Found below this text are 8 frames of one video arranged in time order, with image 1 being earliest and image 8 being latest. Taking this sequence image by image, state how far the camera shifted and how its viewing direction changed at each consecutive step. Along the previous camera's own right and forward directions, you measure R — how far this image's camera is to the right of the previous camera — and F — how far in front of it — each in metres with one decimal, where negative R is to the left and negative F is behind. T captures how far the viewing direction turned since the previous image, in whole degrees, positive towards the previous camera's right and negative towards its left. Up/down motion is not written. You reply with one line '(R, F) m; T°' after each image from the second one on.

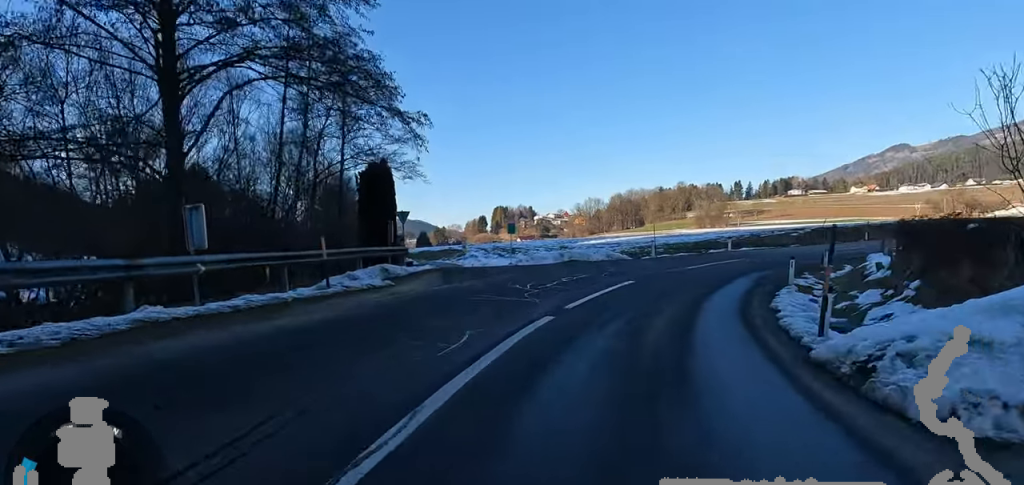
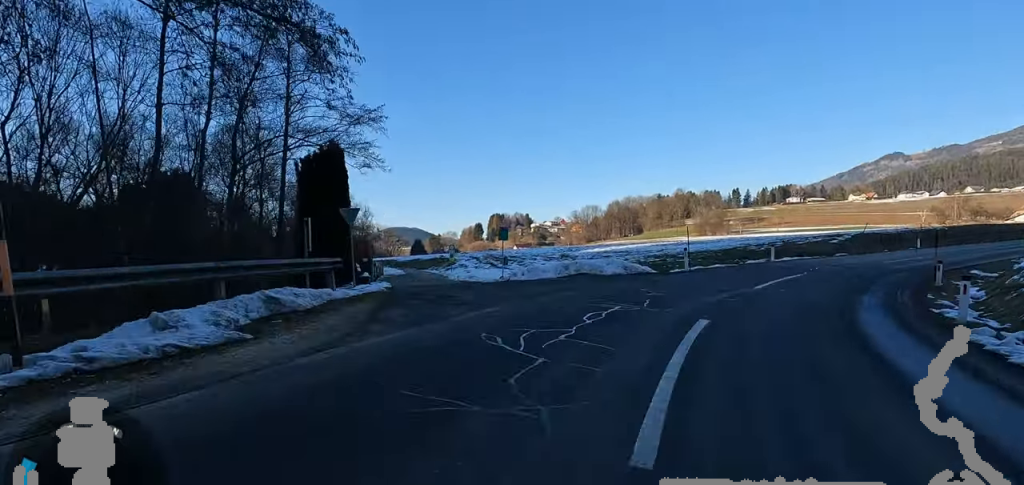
(+0.2, +6.6) m; +7°
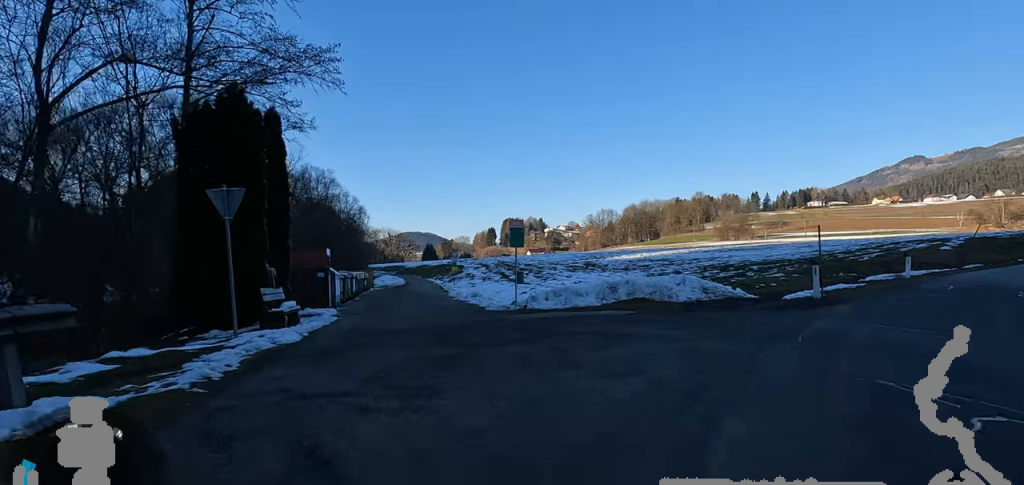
(+0.5, +8.2) m; +2°
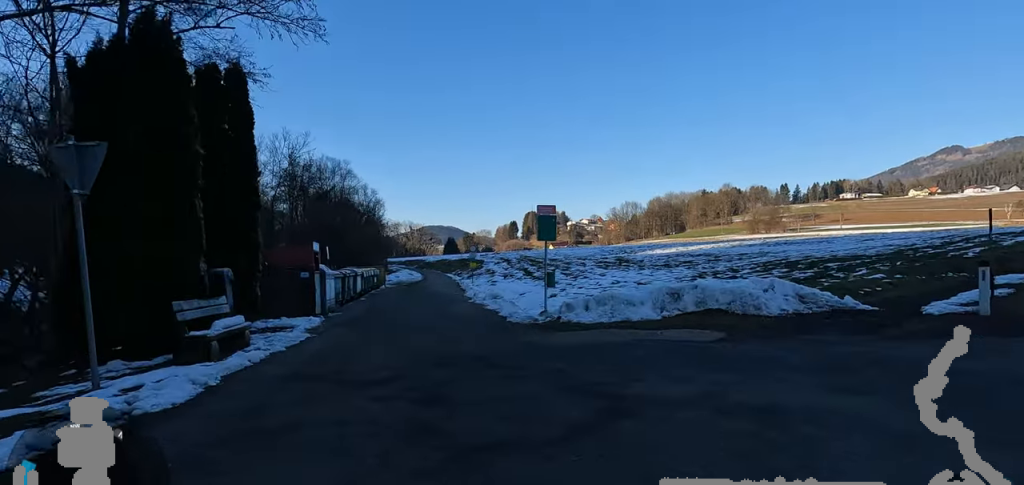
(-0.1, +3.9) m; -1°
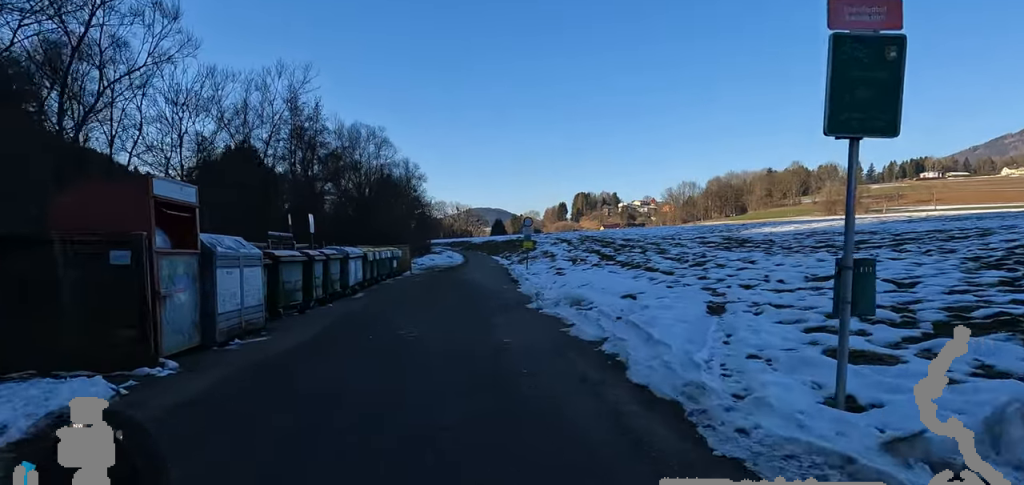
(-0.5, +10.6) m; -16°
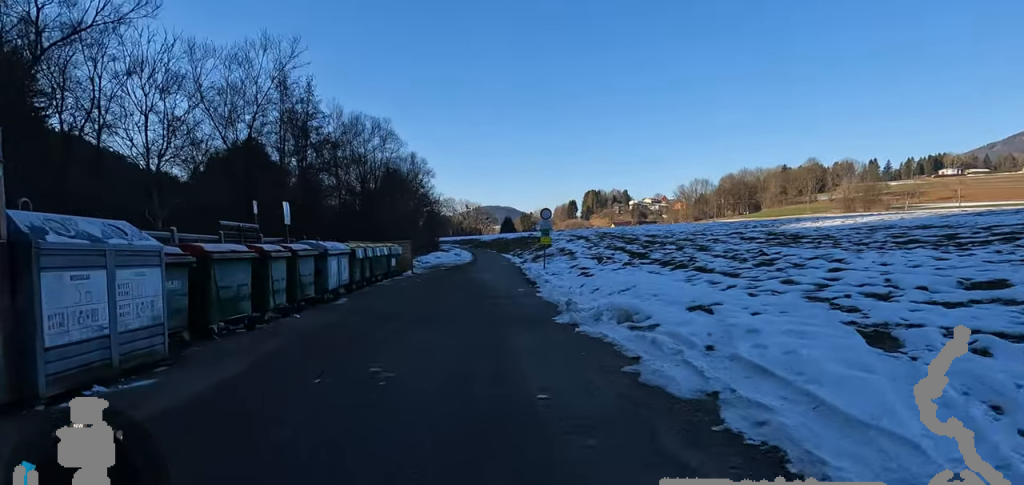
(-0.4, +3.2) m; +3°
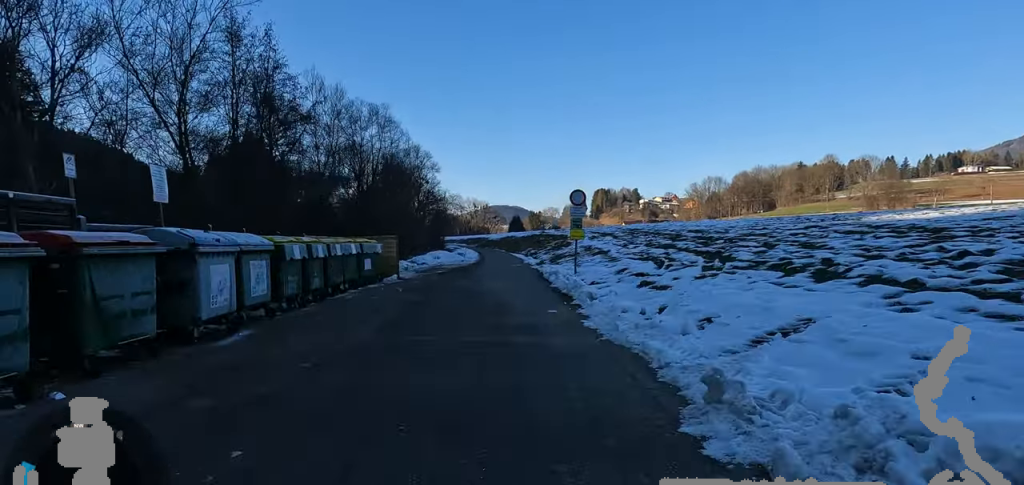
(+0.3, +5.7) m; +4°
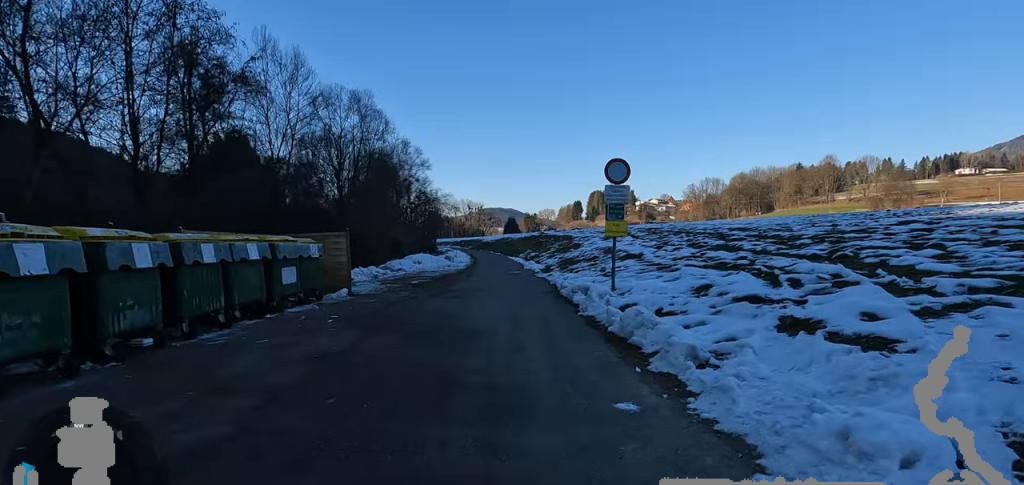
(+0.4, +5.2) m; -3°
